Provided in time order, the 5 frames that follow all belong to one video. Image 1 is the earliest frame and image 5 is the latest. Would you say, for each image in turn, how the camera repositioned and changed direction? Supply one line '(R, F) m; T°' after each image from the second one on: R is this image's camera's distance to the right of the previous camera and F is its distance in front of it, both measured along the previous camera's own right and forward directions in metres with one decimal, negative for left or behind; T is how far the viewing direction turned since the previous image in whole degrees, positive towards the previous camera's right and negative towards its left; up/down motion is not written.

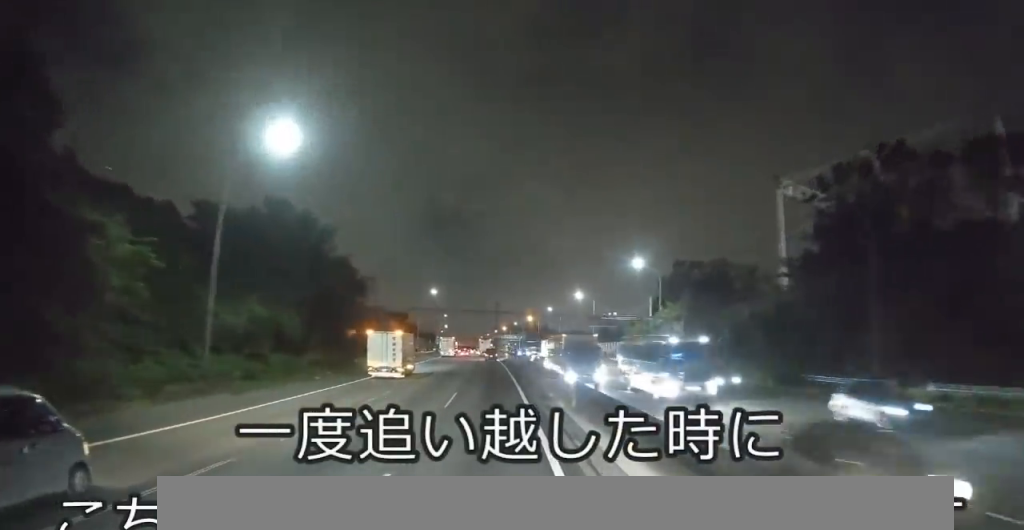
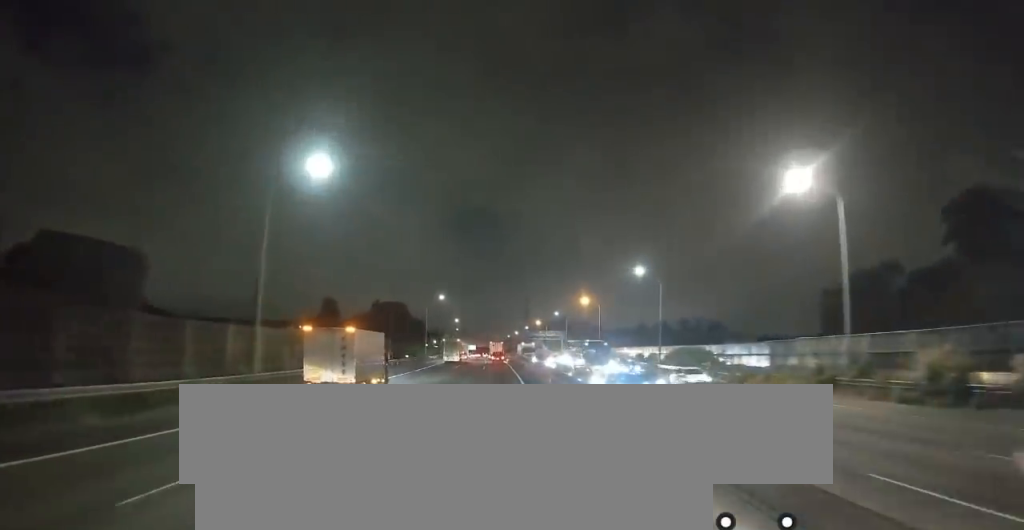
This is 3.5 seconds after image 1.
(-1.9, +75.1) m; -3°
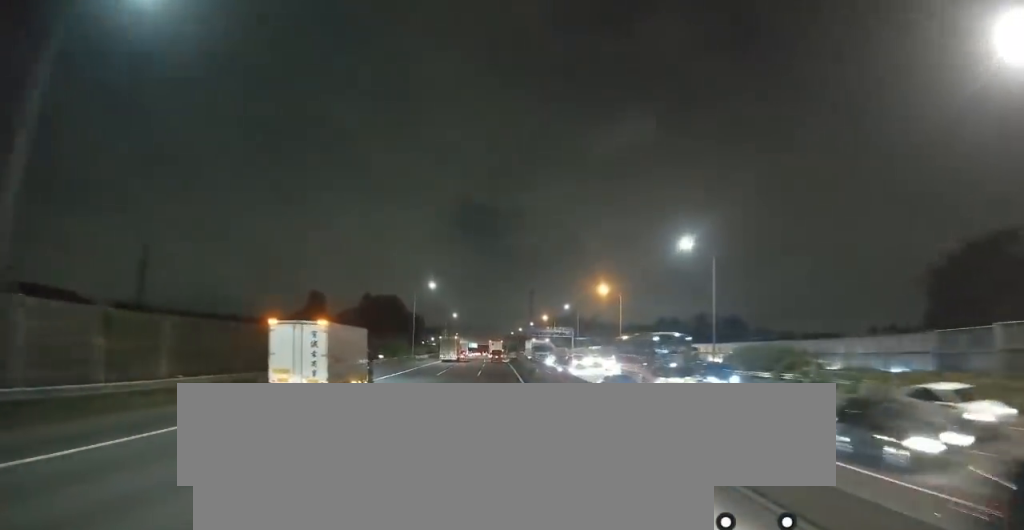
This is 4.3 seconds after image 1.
(0.0, +18.0) m; 0°
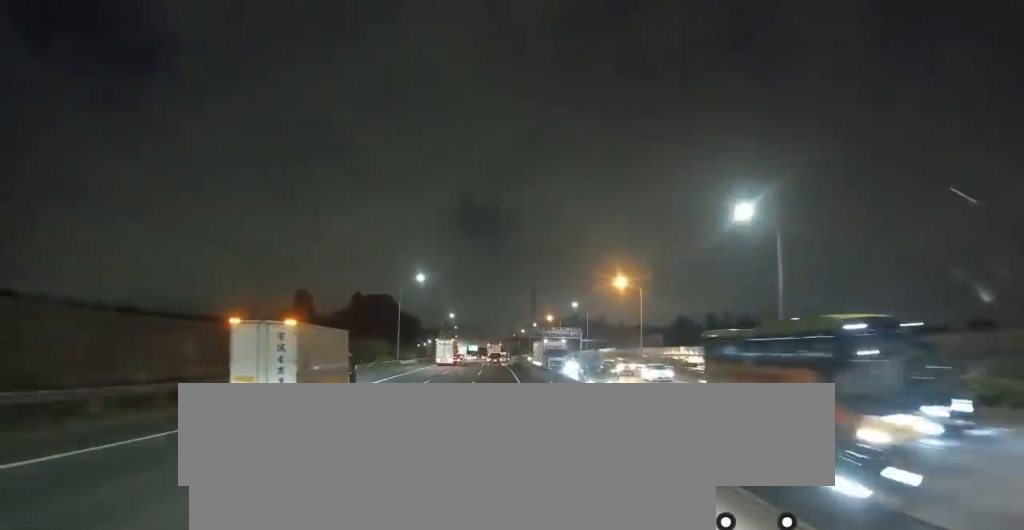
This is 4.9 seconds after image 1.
(0.0, +13.5) m; 0°
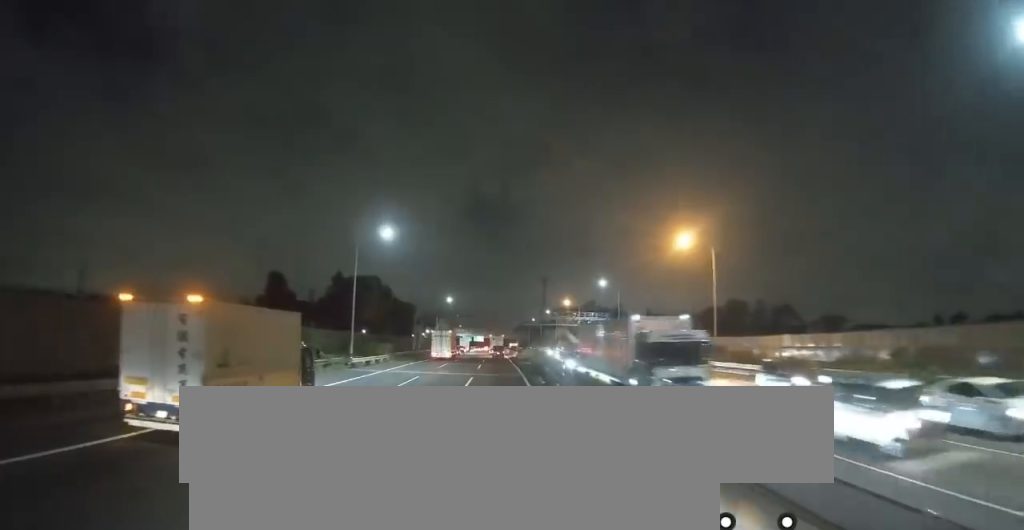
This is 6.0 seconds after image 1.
(0.0, +26.1) m; 0°
